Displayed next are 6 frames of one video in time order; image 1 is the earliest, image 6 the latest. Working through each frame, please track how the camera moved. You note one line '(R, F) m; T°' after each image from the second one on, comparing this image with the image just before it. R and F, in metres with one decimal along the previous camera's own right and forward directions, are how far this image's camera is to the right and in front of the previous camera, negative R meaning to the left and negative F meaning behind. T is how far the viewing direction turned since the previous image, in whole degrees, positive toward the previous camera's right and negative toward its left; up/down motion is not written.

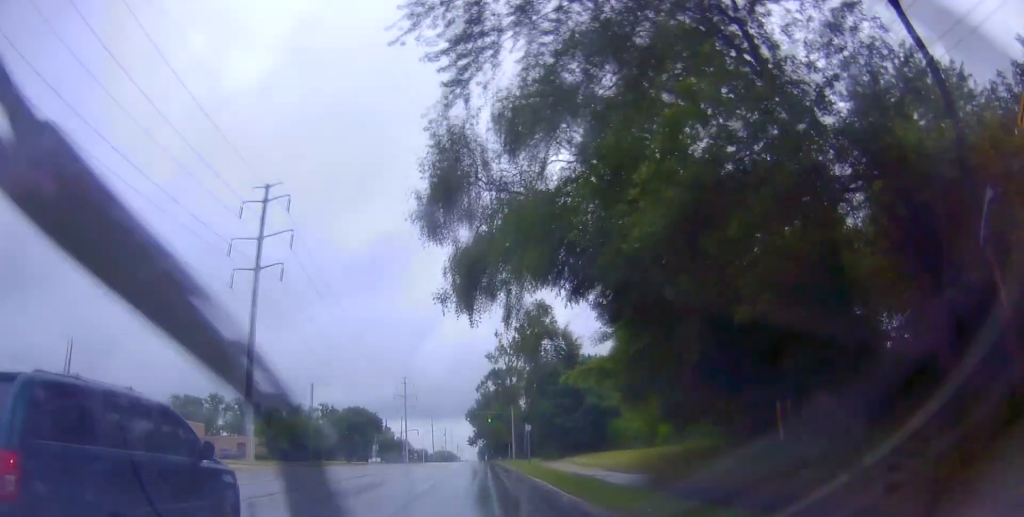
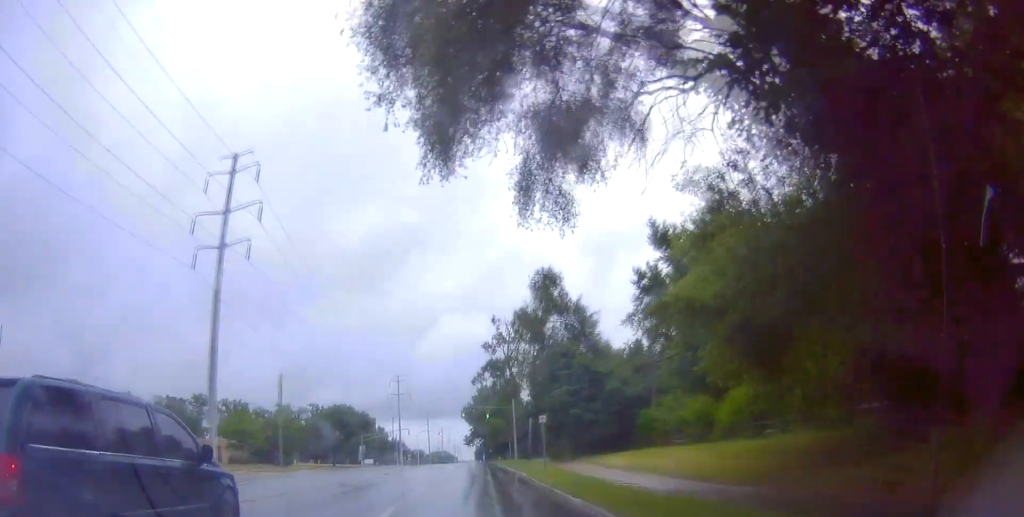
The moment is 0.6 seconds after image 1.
(+0.2, +9.8) m; 0°
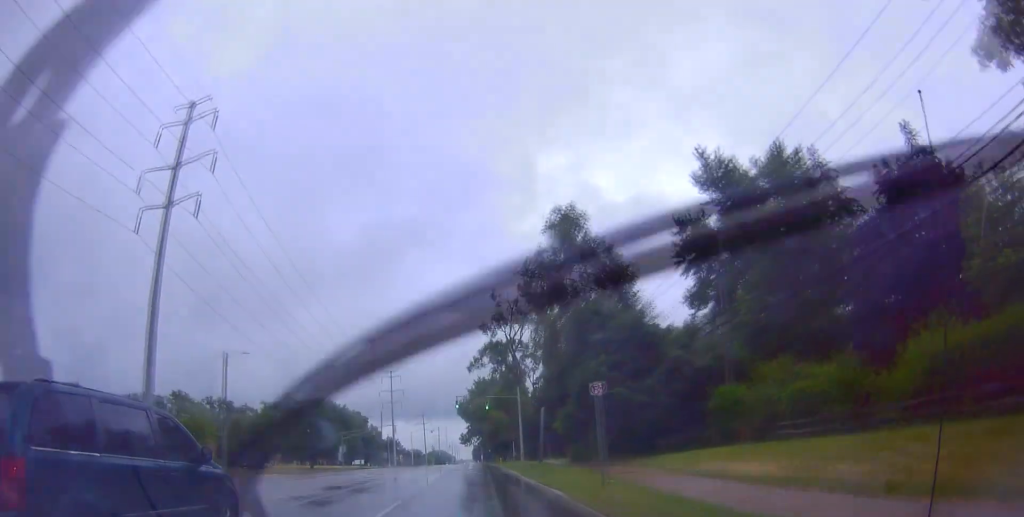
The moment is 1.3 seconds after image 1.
(-0.2, +12.8) m; 0°
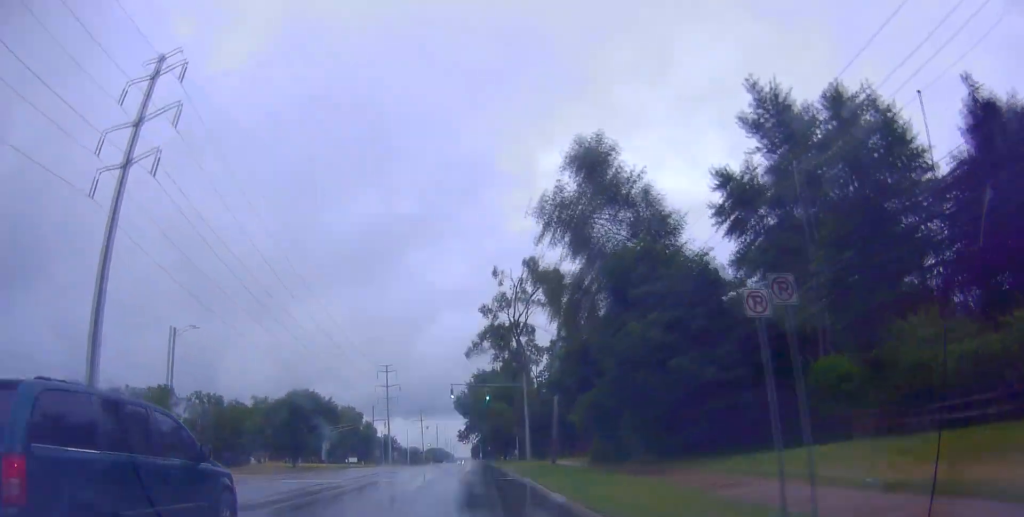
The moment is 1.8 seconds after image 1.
(-0.1, +8.8) m; 0°
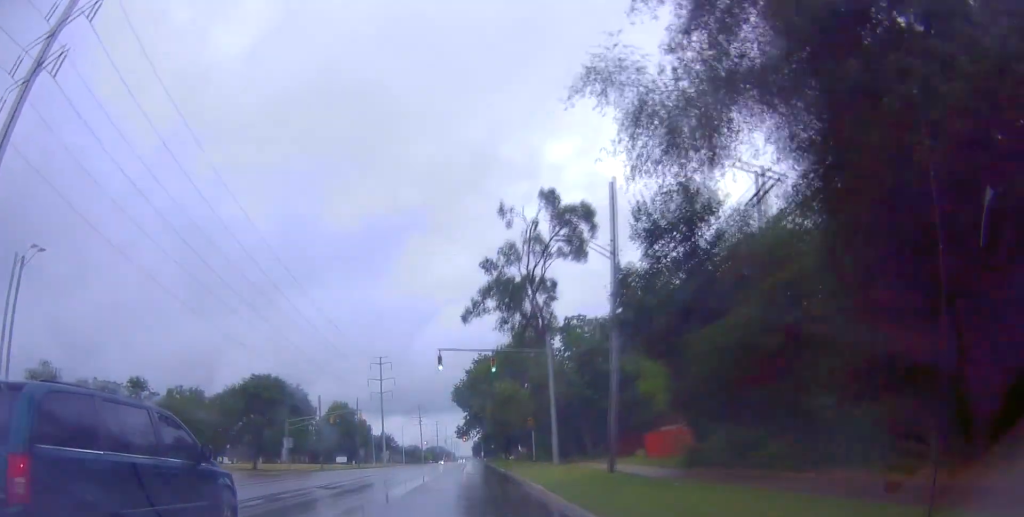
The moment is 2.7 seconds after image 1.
(+0.3, +15.9) m; +1°
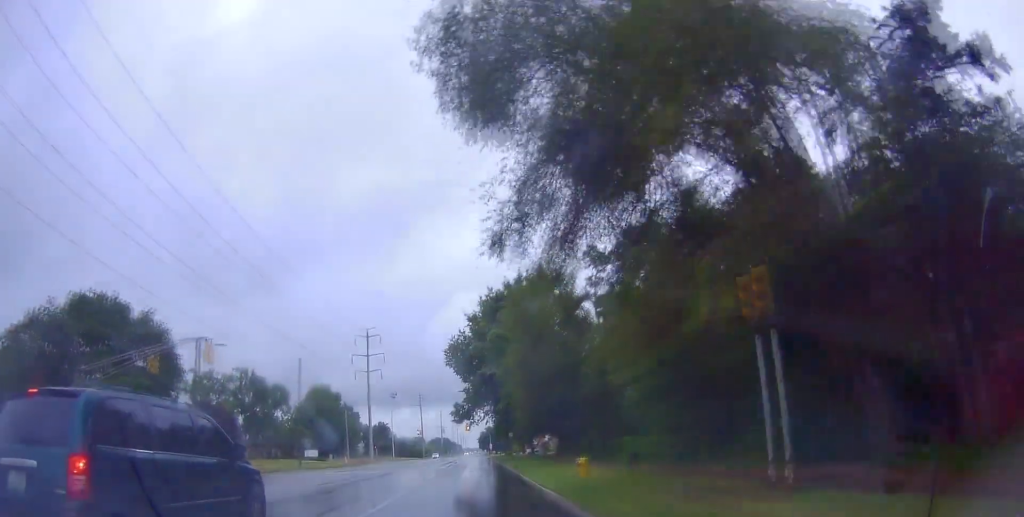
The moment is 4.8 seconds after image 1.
(+0.1, +37.2) m; +1°
